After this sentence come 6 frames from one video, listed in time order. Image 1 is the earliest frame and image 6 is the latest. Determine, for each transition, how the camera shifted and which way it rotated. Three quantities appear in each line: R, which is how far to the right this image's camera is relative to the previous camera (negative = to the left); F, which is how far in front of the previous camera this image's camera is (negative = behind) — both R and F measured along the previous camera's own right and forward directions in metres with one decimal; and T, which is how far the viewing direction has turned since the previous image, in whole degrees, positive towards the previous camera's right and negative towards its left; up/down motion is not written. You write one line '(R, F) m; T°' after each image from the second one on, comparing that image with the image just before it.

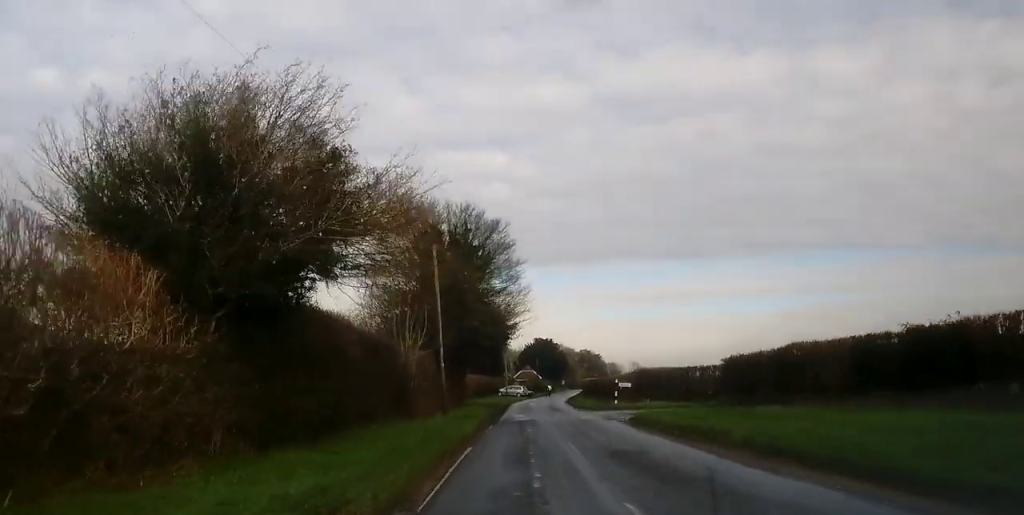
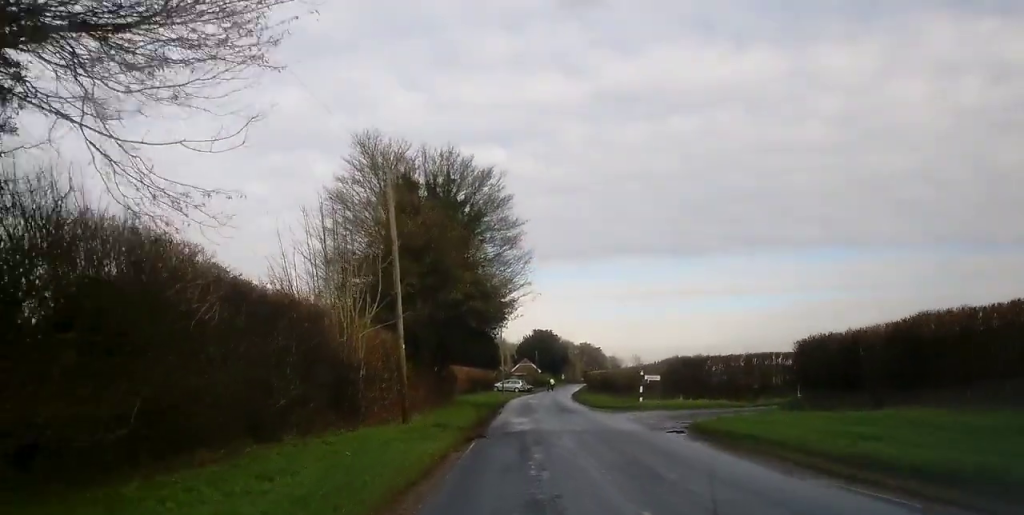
(+0.1, +10.7) m; 0°
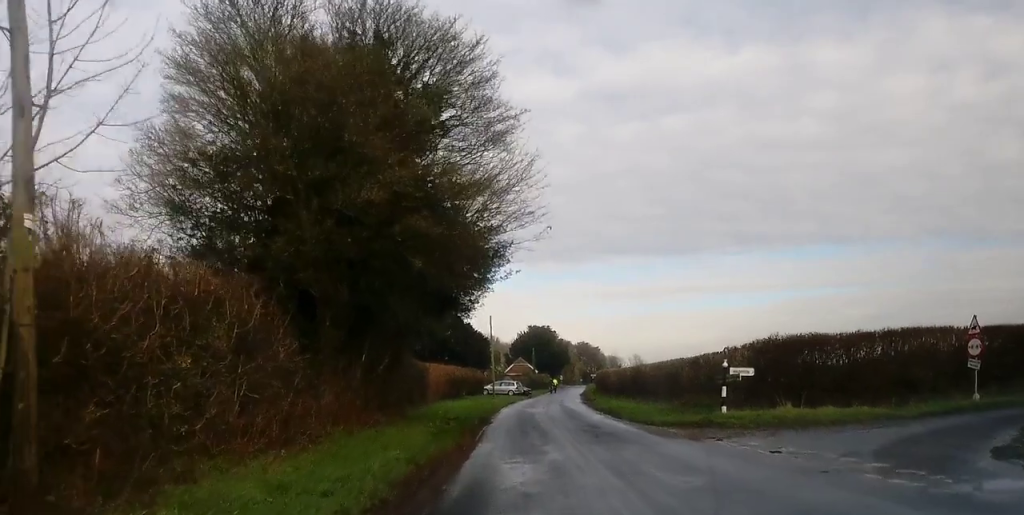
(0.0, +16.4) m; -1°
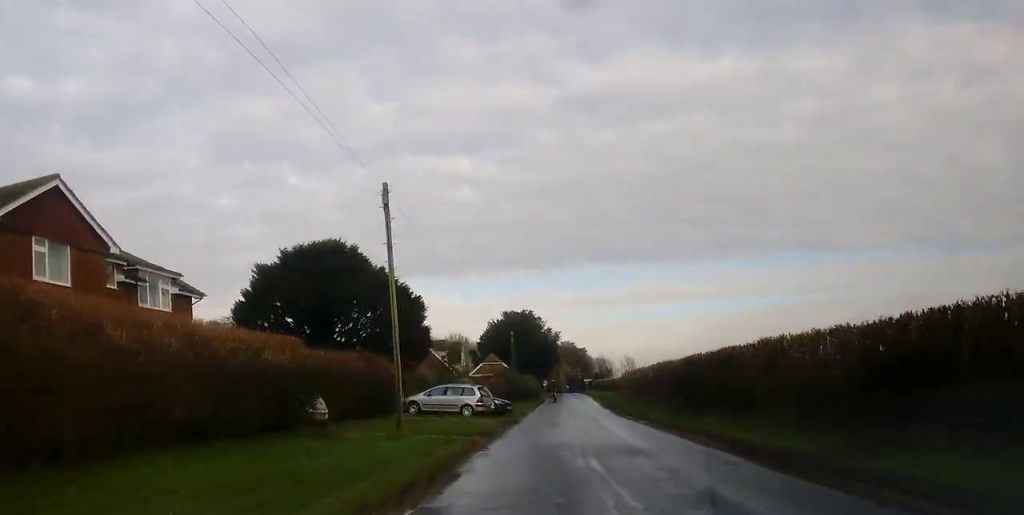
(-0.3, +43.4) m; +2°
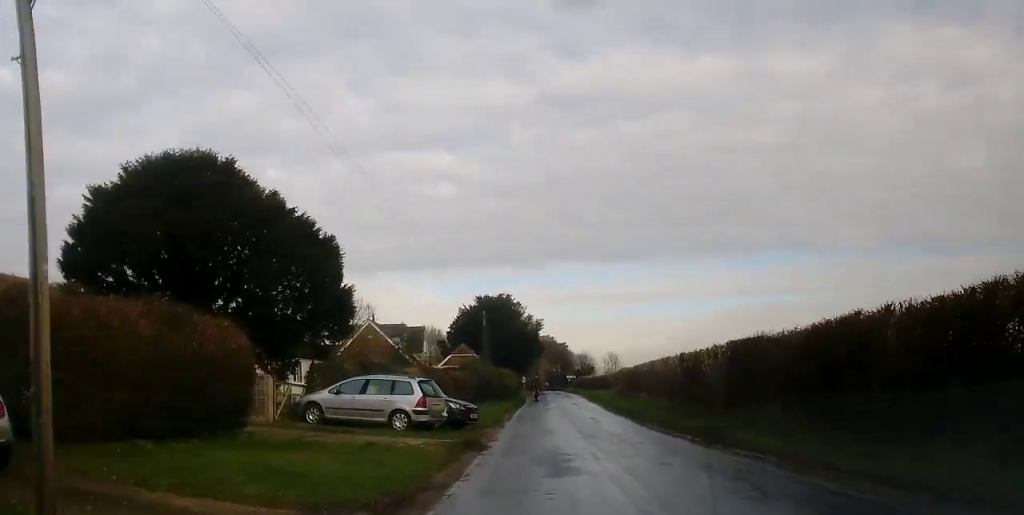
(-0.1, +15.4) m; +1°
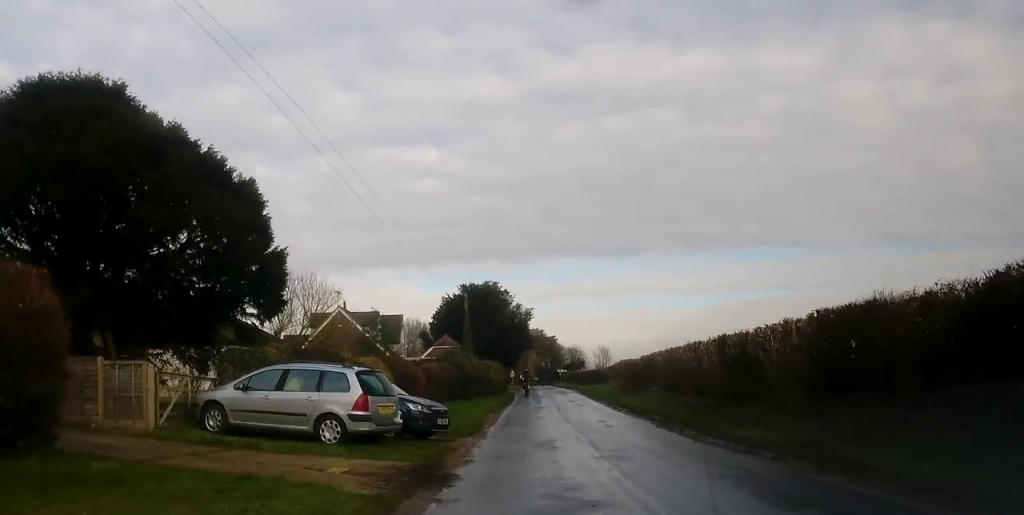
(+0.2, +6.9) m; +1°
